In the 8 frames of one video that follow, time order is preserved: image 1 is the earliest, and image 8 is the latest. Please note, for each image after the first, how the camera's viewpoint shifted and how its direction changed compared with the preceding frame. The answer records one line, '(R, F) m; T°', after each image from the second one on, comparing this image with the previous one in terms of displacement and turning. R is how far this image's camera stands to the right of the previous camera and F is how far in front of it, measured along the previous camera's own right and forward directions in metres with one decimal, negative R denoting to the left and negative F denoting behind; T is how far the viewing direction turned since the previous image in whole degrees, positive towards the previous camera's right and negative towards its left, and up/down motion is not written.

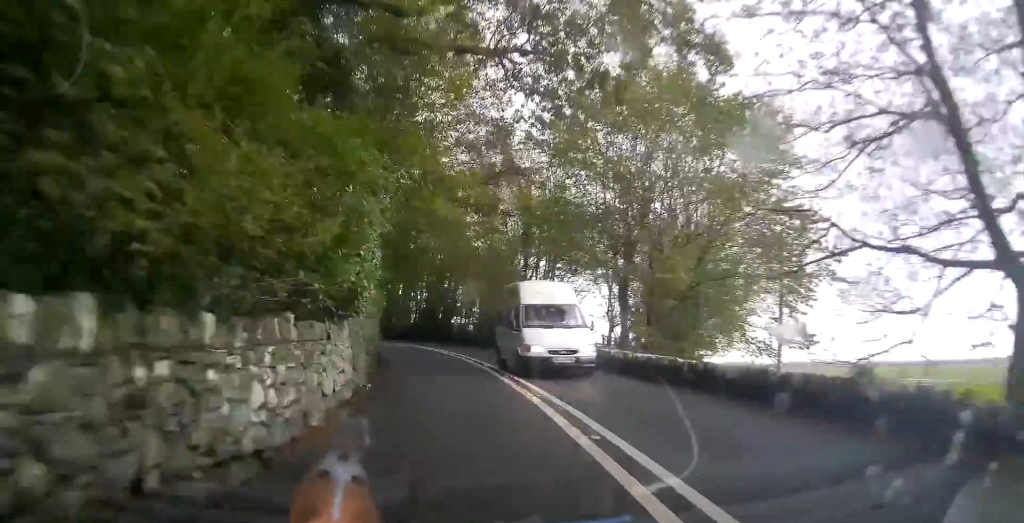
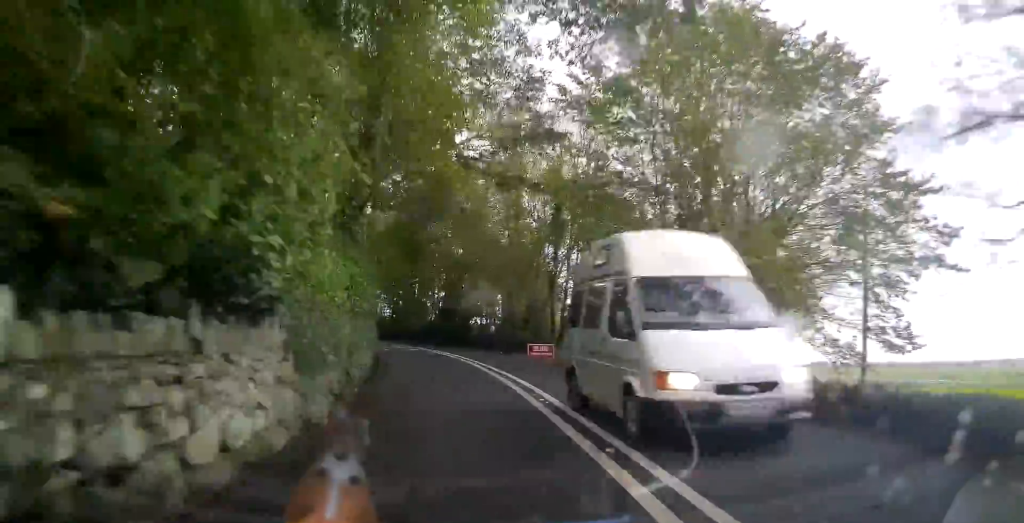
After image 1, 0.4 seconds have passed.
(-0.1, +4.8) m; -3°
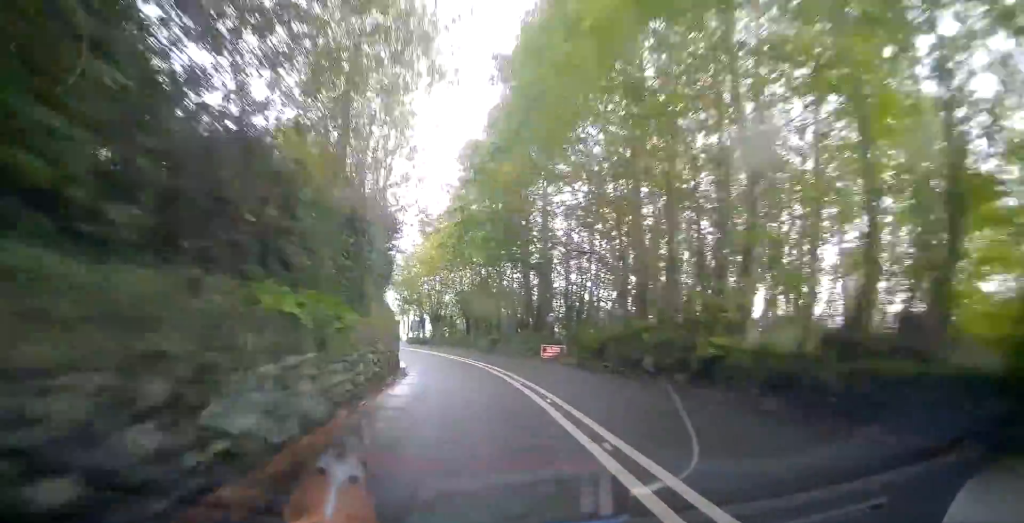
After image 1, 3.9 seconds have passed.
(-7.1, +40.5) m; -18°
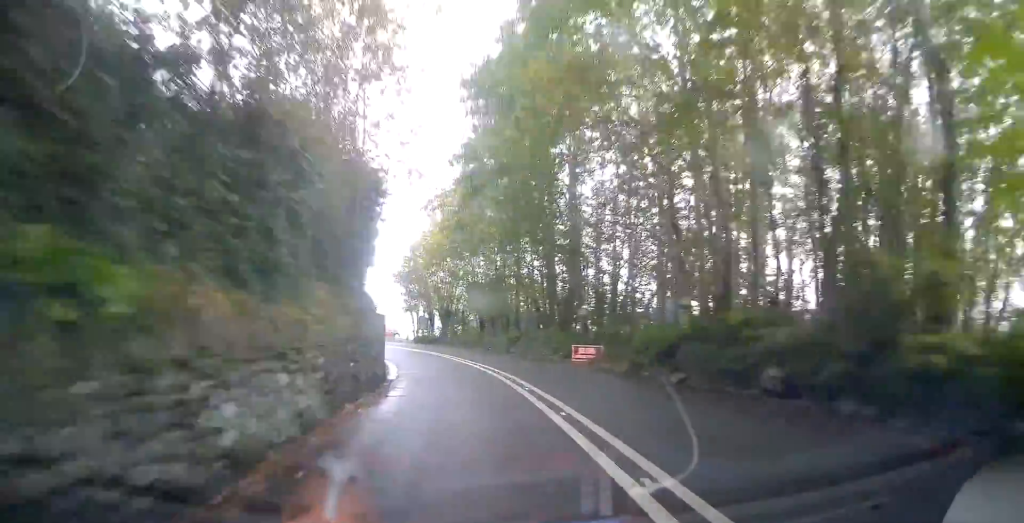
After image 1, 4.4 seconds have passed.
(0.0, +5.6) m; -2°
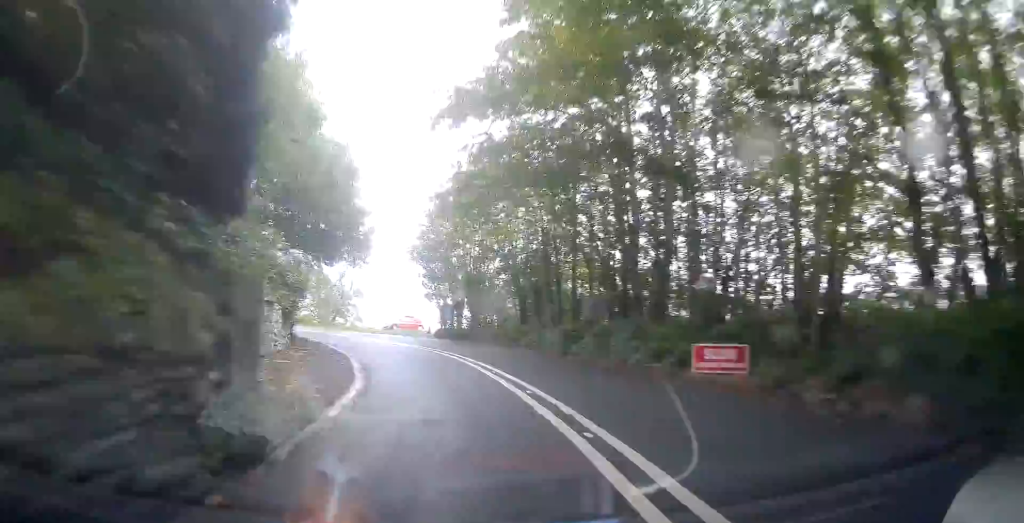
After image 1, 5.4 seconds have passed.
(-0.4, +10.4) m; -5°
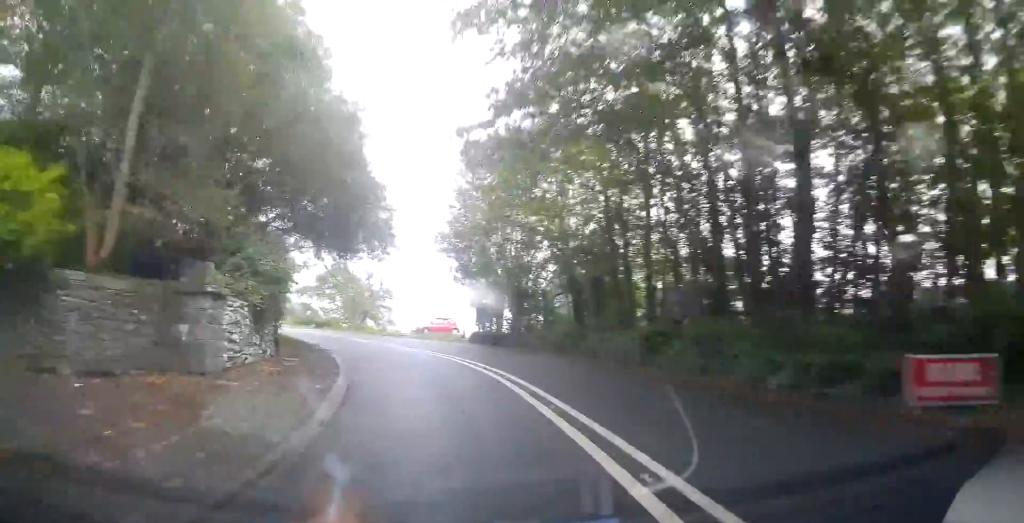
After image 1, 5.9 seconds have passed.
(-0.1, +5.9) m; -3°
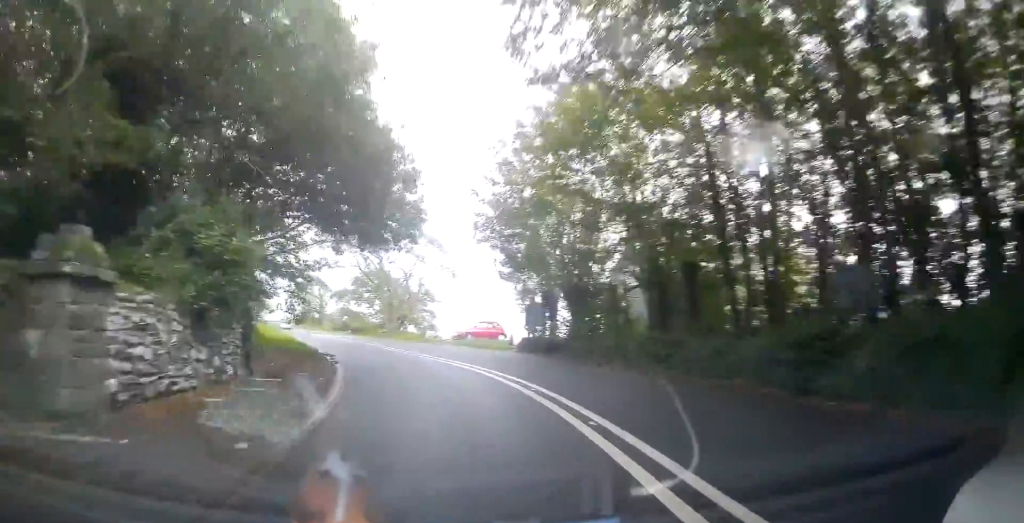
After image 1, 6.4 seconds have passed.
(-0.1, +5.5) m; -4°
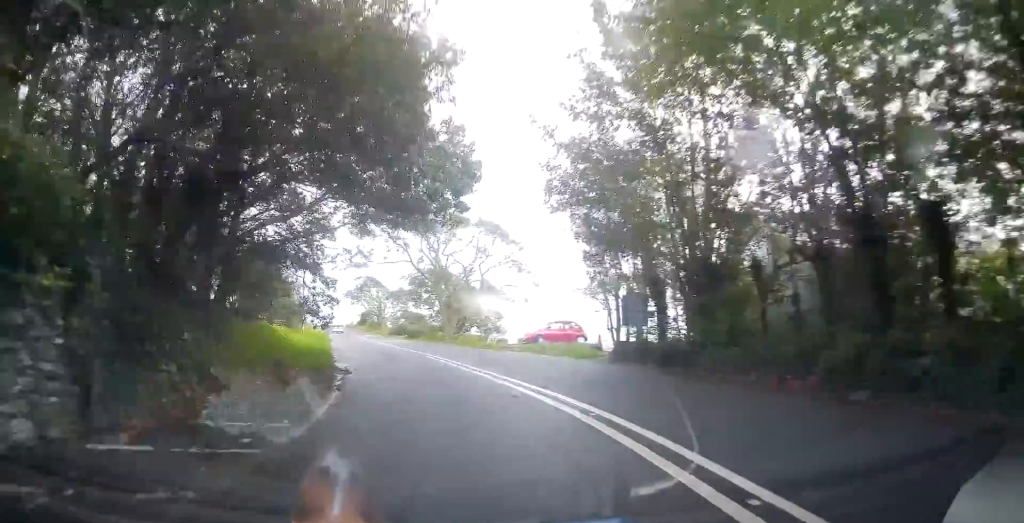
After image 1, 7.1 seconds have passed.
(-0.3, +7.3) m; -5°
